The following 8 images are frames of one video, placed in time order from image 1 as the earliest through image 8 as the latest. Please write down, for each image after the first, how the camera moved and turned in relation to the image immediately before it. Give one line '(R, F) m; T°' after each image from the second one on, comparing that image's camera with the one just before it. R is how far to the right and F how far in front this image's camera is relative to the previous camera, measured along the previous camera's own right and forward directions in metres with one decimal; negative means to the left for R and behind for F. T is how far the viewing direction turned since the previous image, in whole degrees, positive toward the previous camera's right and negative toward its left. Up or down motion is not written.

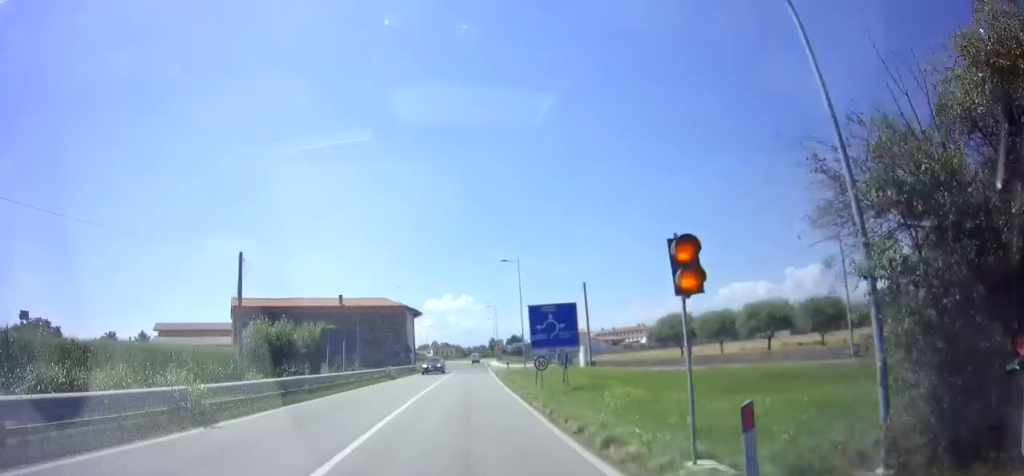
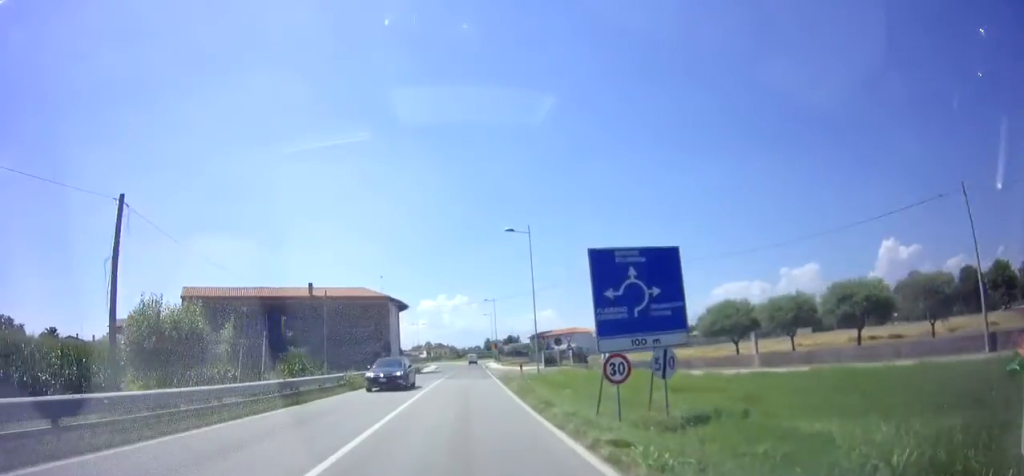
(+0.3, +10.2) m; +1°
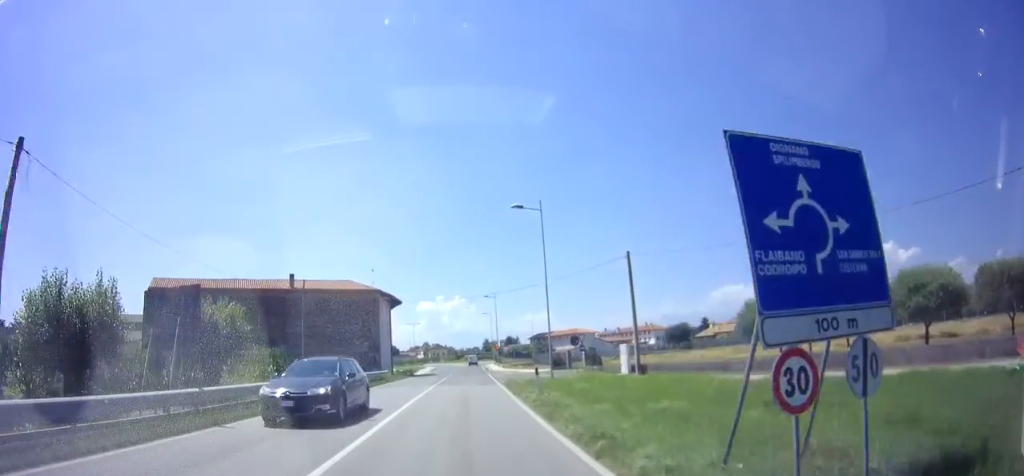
(+0.2, +5.5) m; 0°
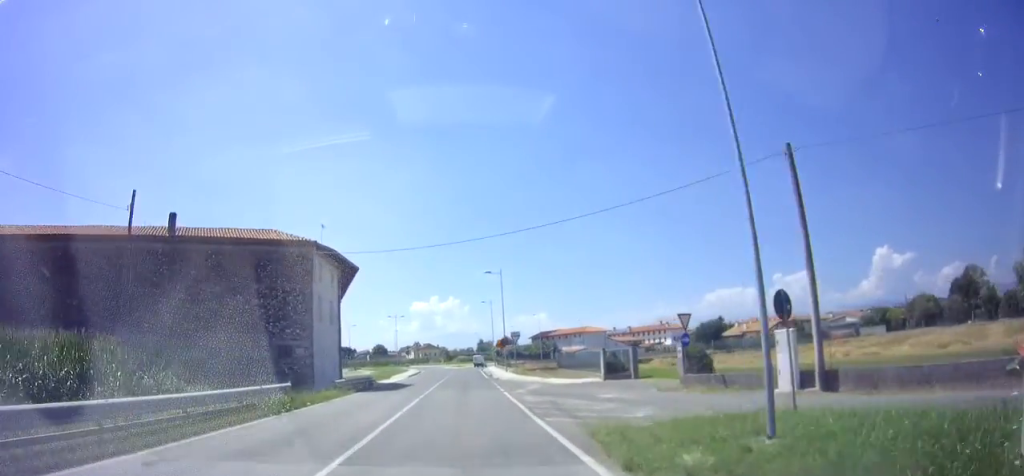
(-0.8, +20.6) m; -2°
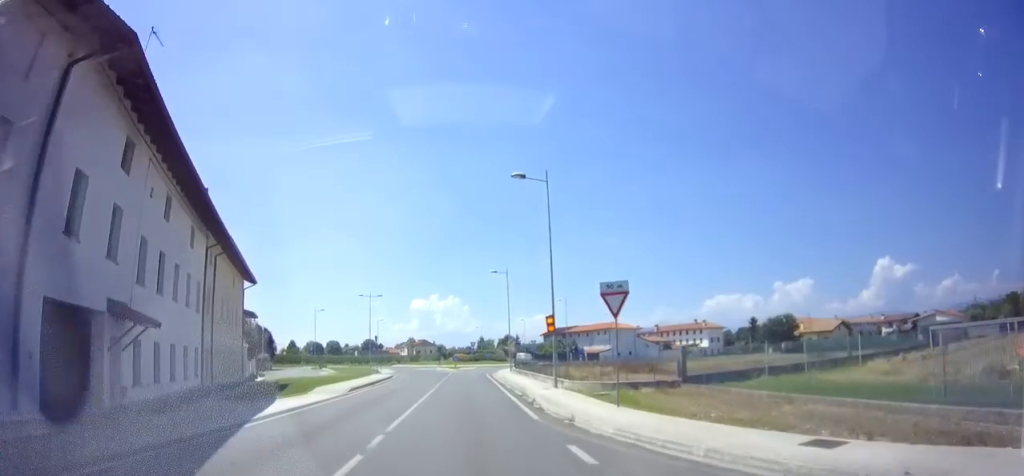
(0.0, +25.6) m; +1°
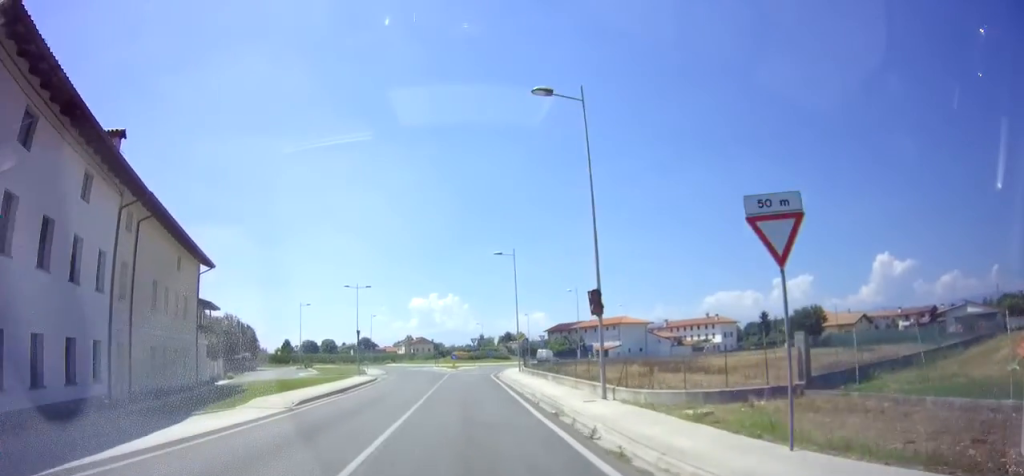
(+0.1, +7.4) m; +1°
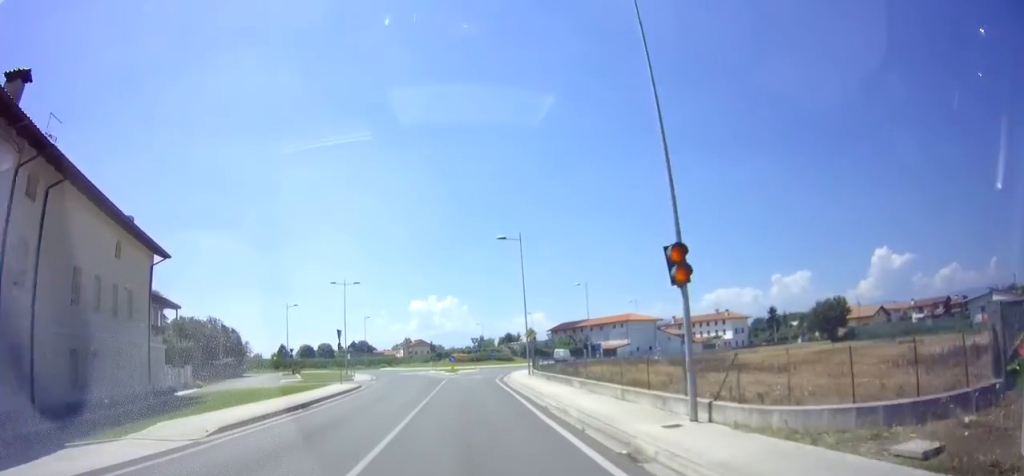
(+0.2, +5.6) m; 0°
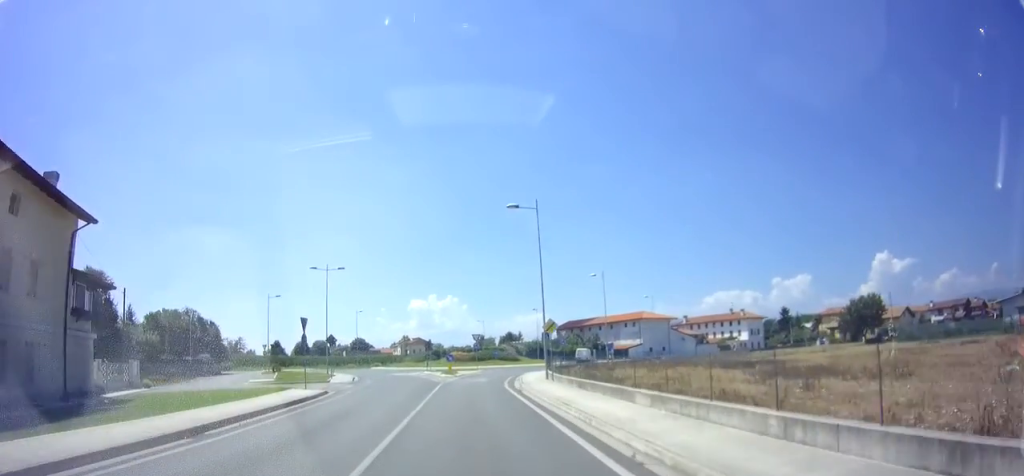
(0.0, +7.3) m; 0°
